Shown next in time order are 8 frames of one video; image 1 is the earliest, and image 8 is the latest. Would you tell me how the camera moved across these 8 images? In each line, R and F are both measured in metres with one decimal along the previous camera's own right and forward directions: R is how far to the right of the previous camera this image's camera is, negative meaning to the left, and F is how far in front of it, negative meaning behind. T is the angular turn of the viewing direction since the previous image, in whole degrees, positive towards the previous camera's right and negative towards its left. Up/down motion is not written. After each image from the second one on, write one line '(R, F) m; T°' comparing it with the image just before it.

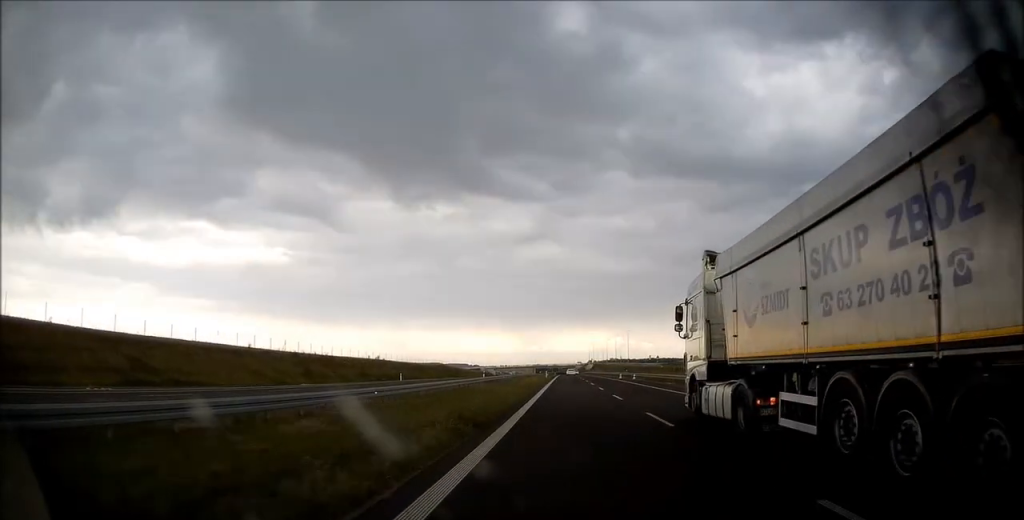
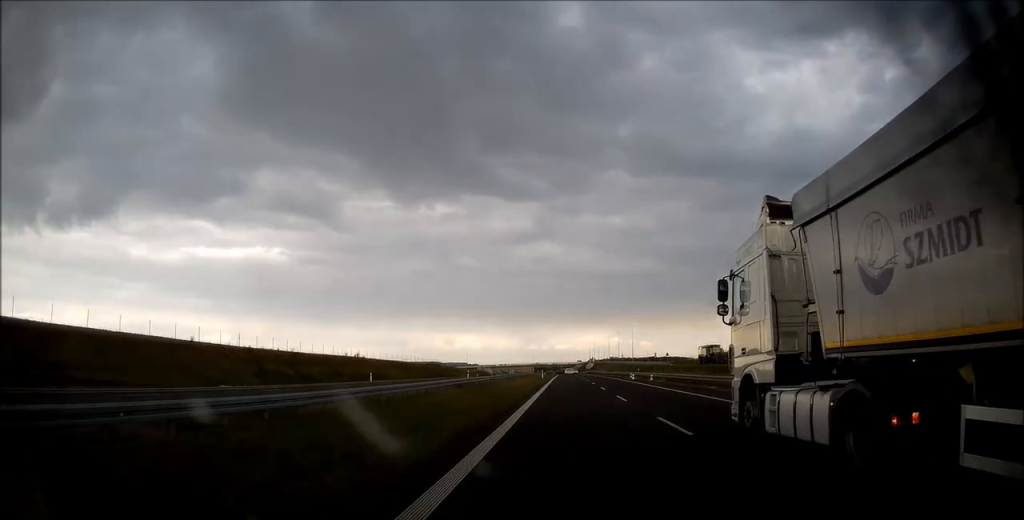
(0.0, +14.1) m; 0°
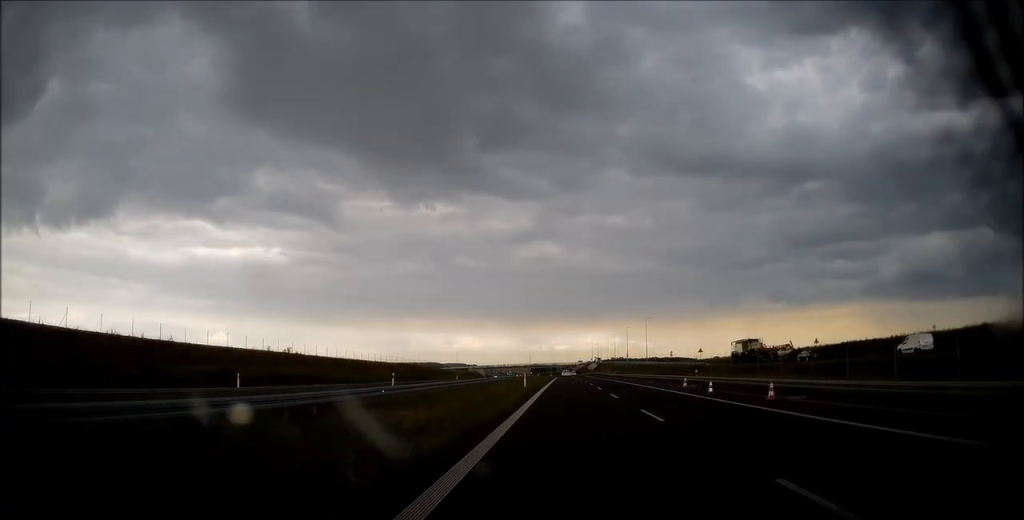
(+0.1, +32.8) m; 0°
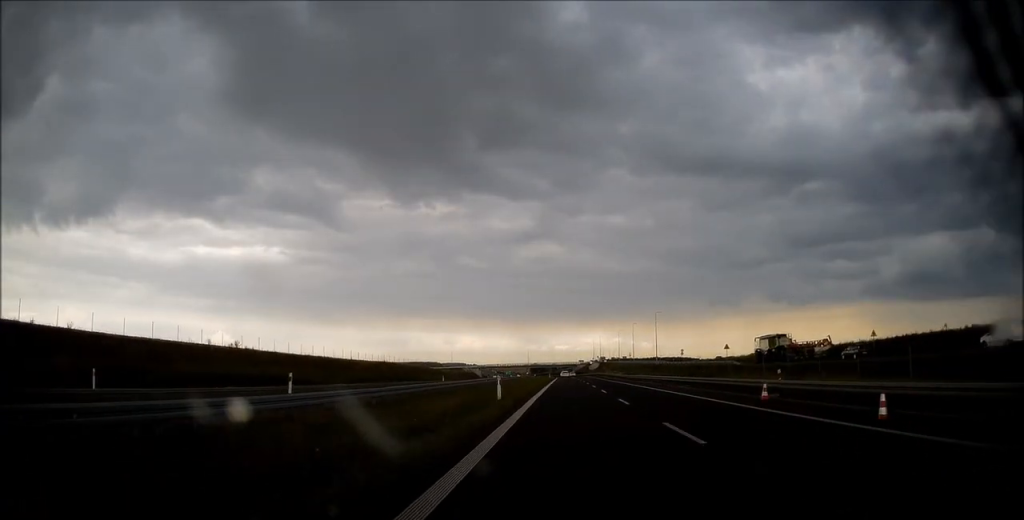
(0.0, +16.3) m; 0°
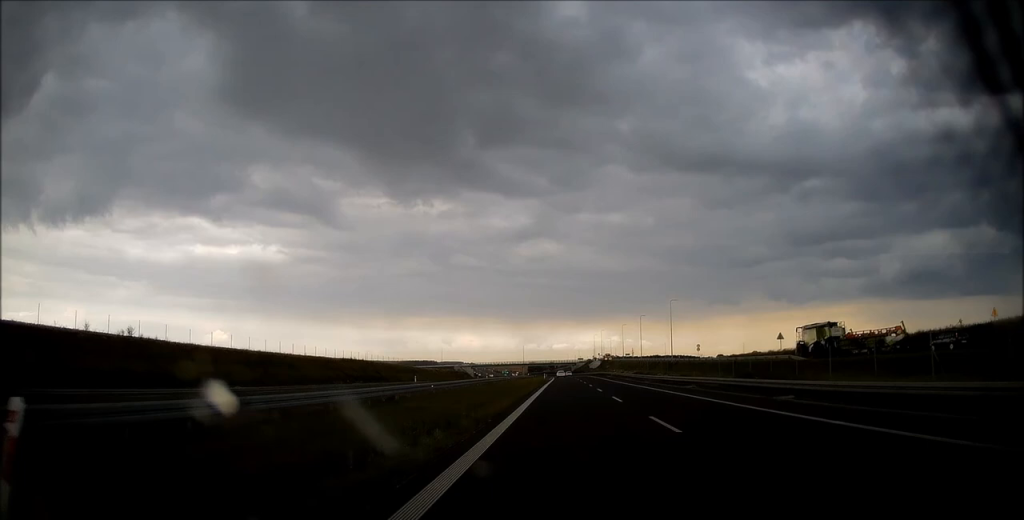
(0.0, +22.1) m; 0°
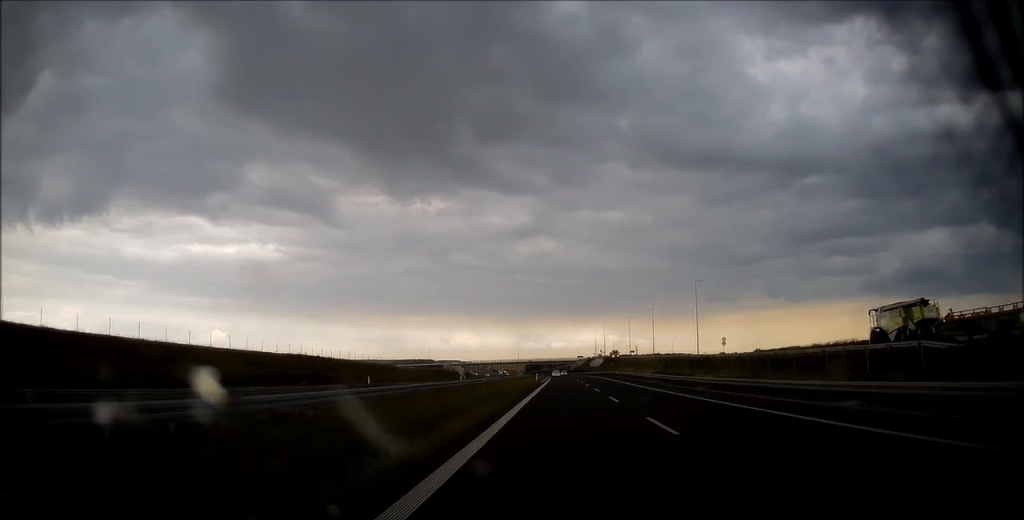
(+0.1, +24.5) m; 0°
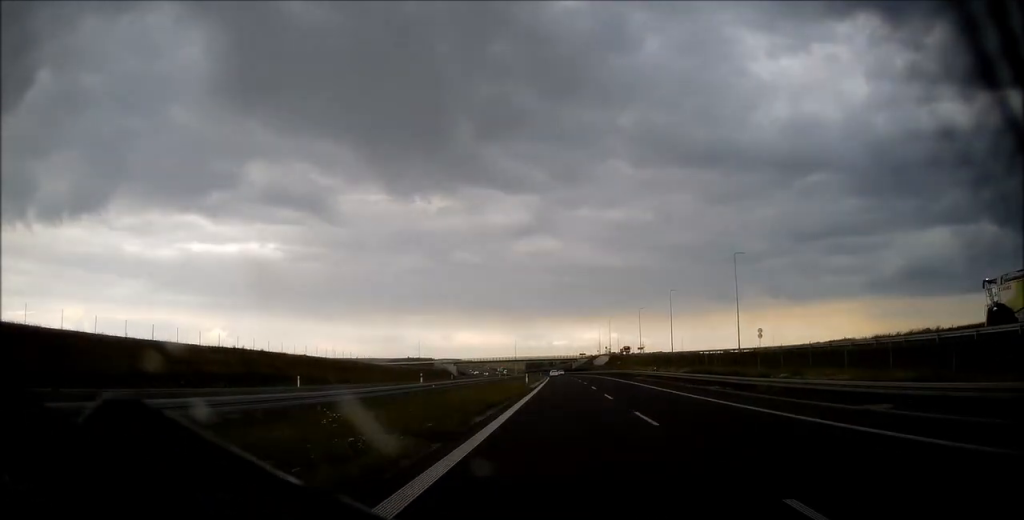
(0.0, +22.1) m; 0°
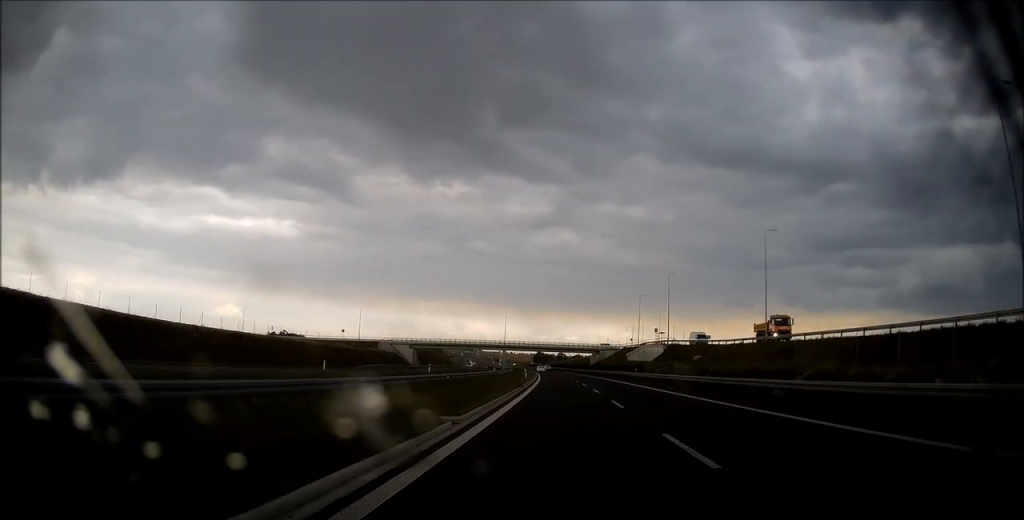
(-0.4, +90.3) m; -1°
